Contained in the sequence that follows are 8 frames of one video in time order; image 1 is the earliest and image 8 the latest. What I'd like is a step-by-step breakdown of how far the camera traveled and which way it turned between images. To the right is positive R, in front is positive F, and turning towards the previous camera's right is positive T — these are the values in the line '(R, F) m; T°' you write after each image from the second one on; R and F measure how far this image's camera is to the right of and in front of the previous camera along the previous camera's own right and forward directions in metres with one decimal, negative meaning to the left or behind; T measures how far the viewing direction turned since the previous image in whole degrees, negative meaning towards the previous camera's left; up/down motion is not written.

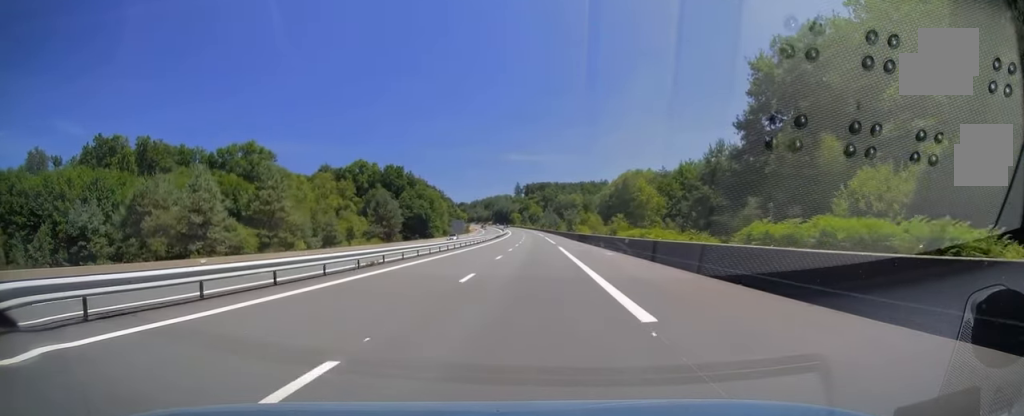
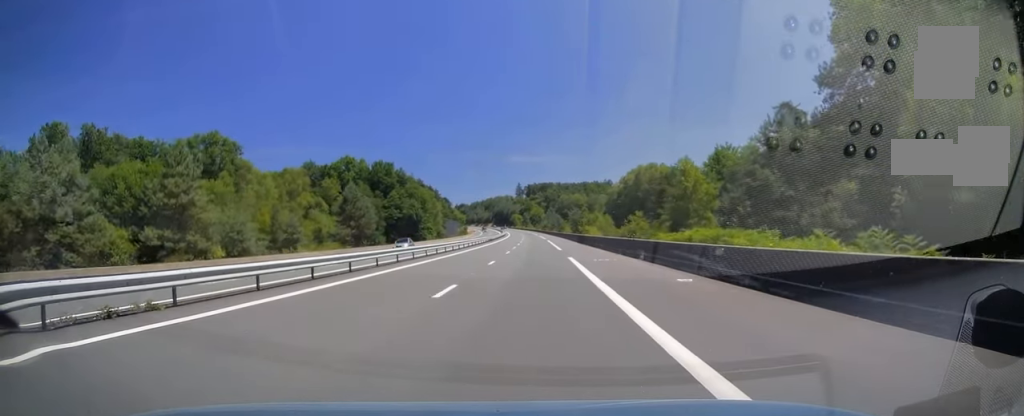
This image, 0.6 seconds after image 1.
(+0.3, +17.1) m; 0°
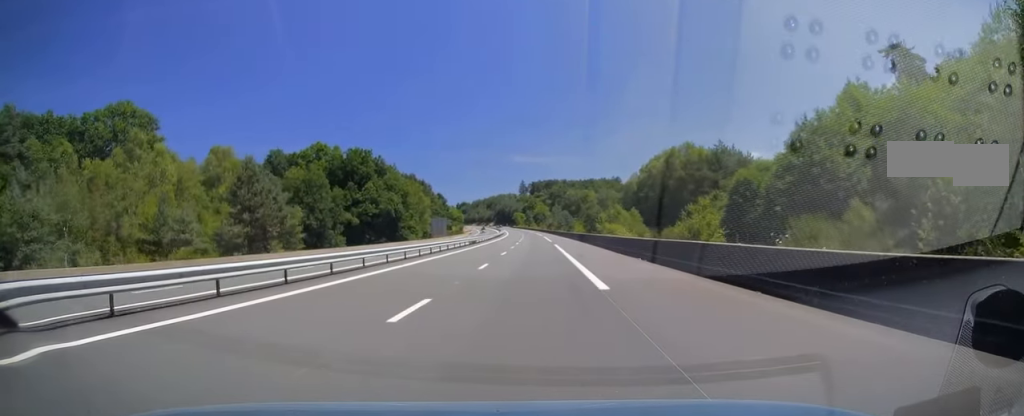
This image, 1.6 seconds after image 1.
(-0.4, +30.2) m; -1°
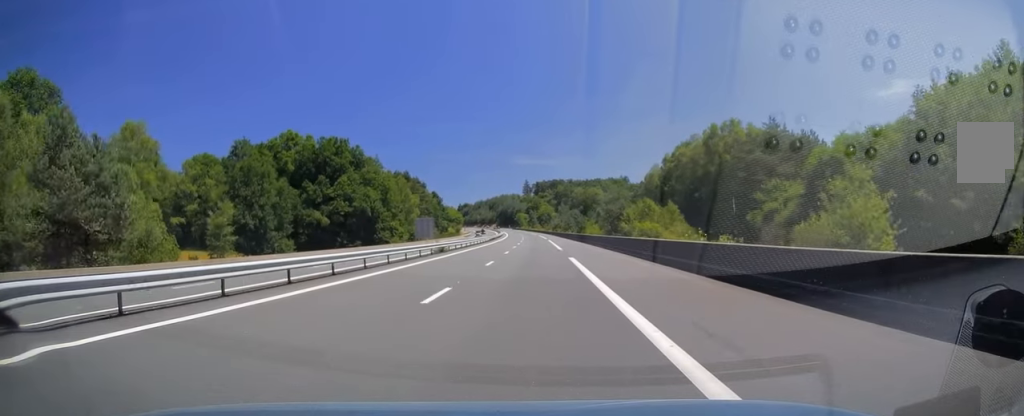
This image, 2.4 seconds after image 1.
(-0.1, +23.9) m; 0°
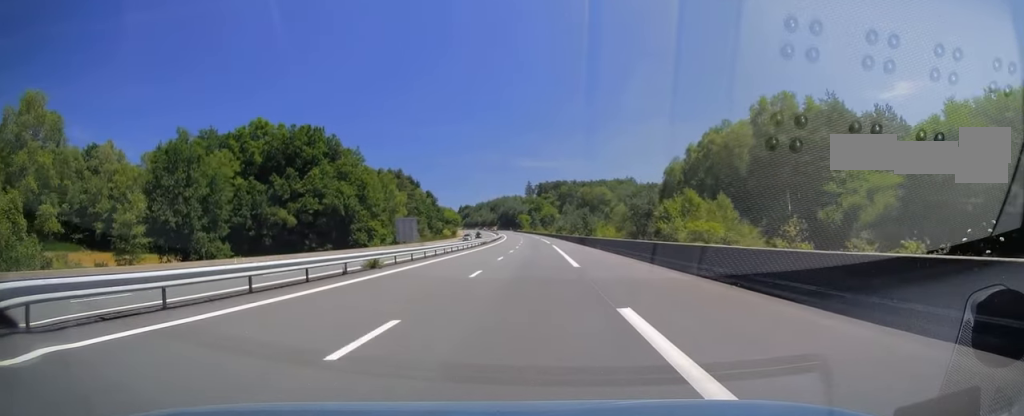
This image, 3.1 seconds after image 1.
(0.0, +18.5) m; 0°
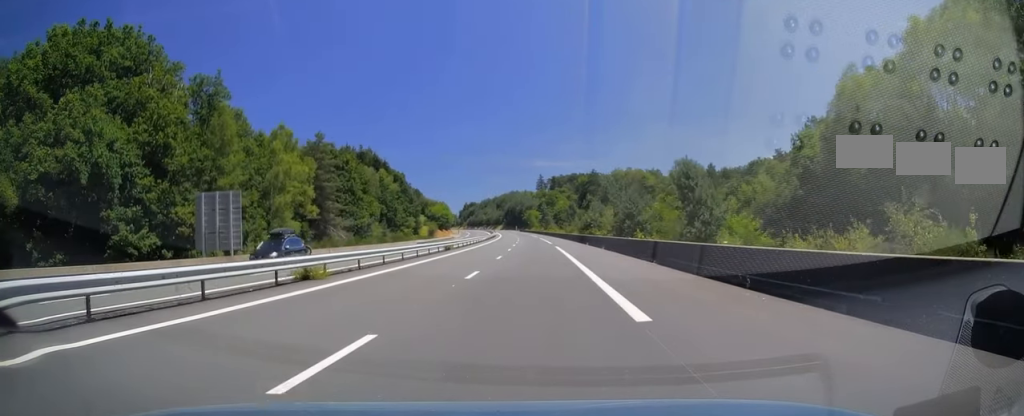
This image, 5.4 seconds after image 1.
(-0.5, +66.8) m; -1°
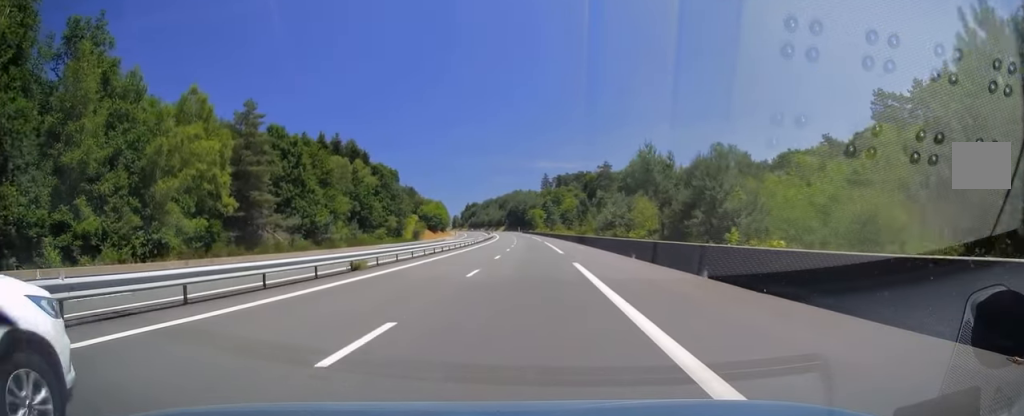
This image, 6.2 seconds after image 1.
(-0.2, +24.8) m; 0°
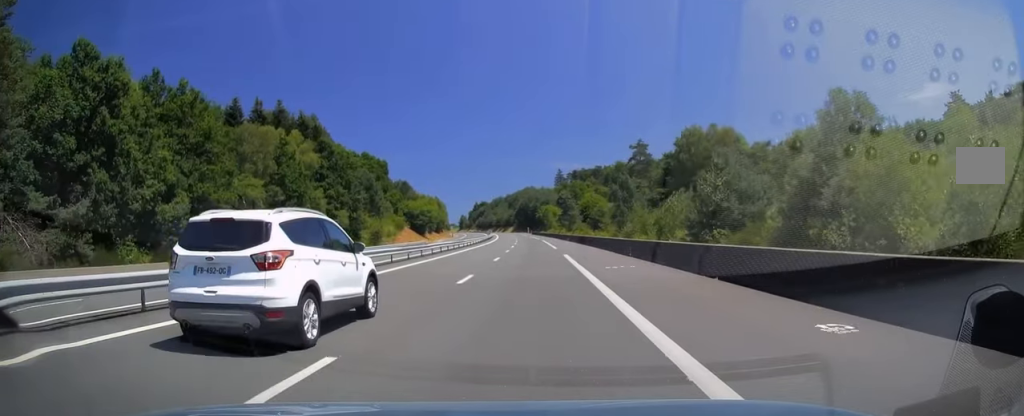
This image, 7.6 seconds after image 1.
(0.0, +41.7) m; -1°
